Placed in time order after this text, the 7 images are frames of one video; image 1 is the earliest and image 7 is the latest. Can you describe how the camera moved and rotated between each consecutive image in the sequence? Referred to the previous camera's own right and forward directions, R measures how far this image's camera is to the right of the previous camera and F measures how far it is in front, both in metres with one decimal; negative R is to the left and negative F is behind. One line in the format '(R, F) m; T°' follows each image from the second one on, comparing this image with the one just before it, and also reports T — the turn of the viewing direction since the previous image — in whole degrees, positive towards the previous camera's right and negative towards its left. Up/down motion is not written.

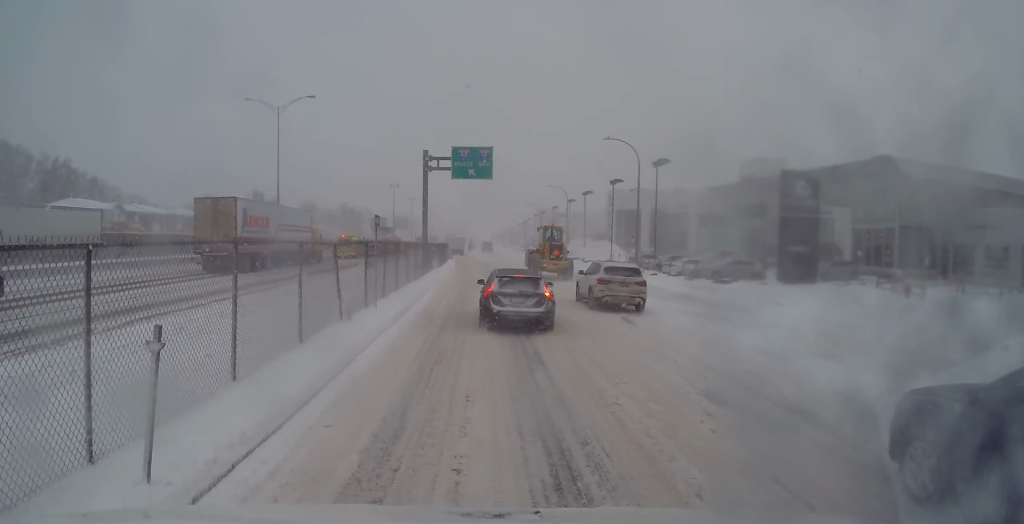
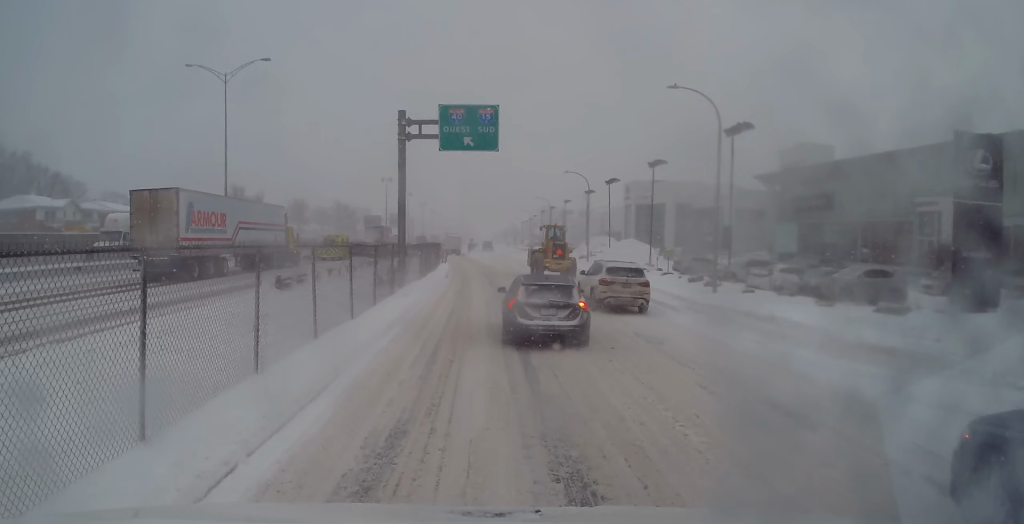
(0.0, +14.3) m; -2°
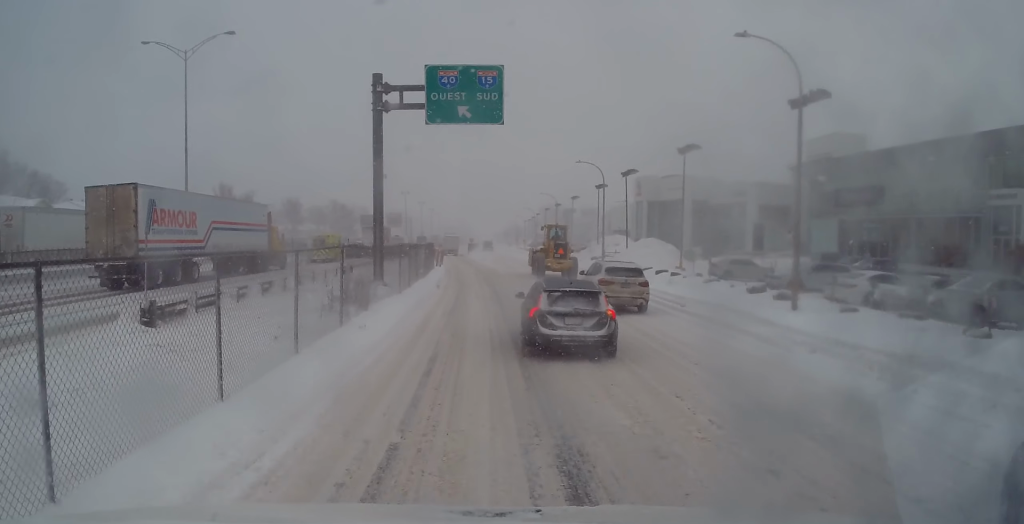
(-0.3, +7.6) m; 0°
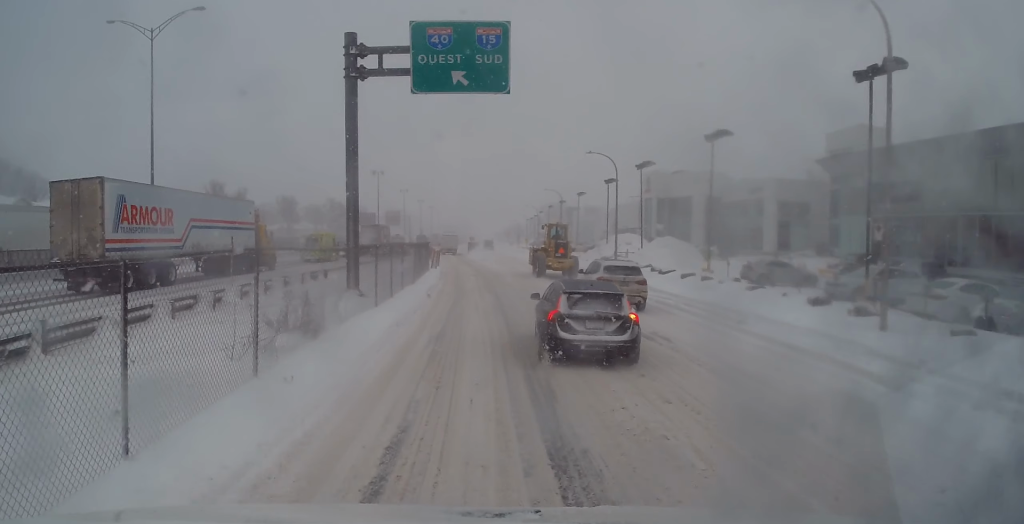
(+0.1, +5.2) m; +1°
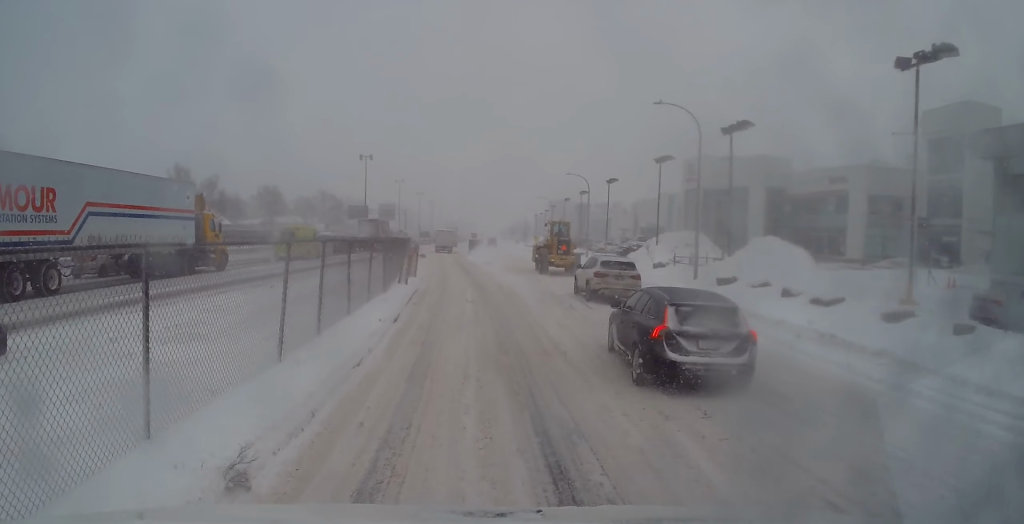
(+0.1, +18.4) m; -1°
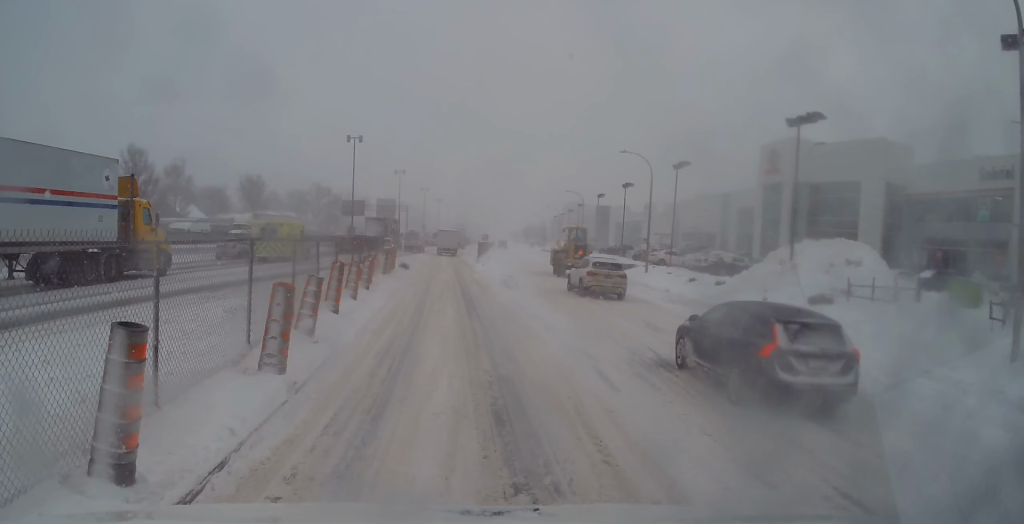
(-0.6, +20.8) m; -2°
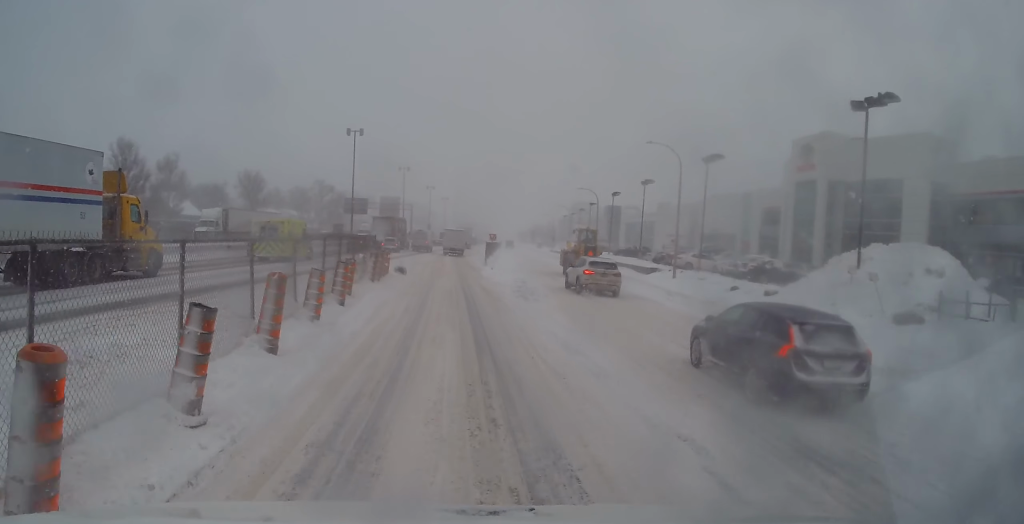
(0.0, +5.2) m; 0°
